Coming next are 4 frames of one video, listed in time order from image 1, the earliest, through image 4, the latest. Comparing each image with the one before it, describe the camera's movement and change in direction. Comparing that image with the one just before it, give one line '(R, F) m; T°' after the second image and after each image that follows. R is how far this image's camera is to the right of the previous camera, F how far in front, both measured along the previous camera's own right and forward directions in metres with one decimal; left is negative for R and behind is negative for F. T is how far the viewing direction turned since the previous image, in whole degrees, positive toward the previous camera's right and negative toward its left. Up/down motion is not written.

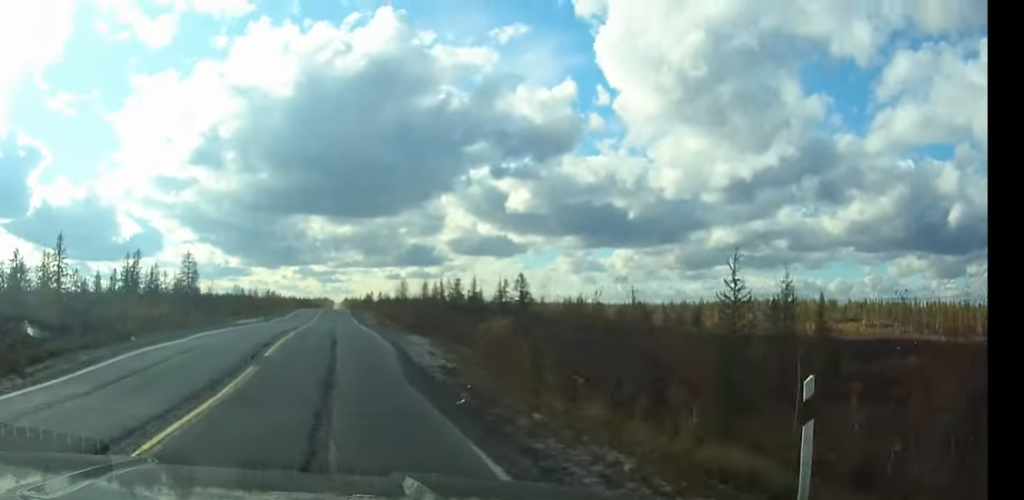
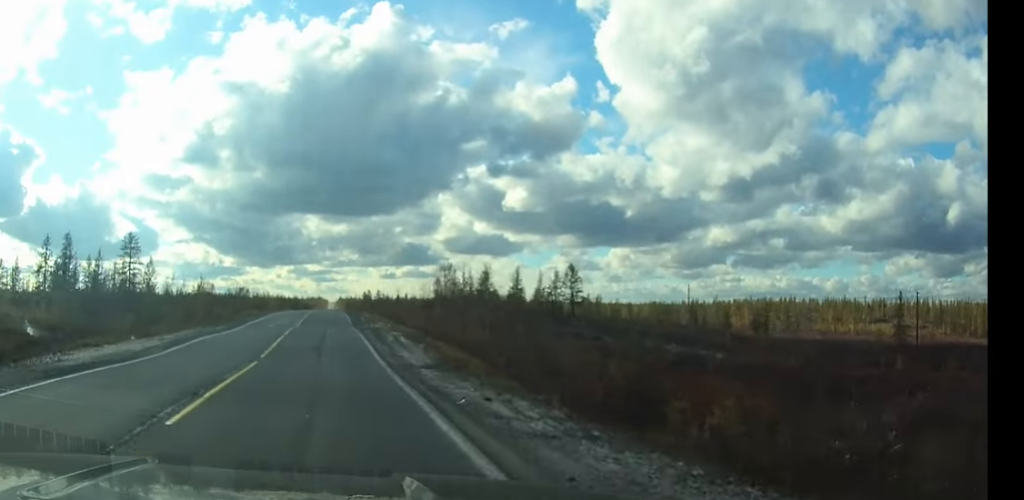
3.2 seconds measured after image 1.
(+0.2, +38.3) m; 0°
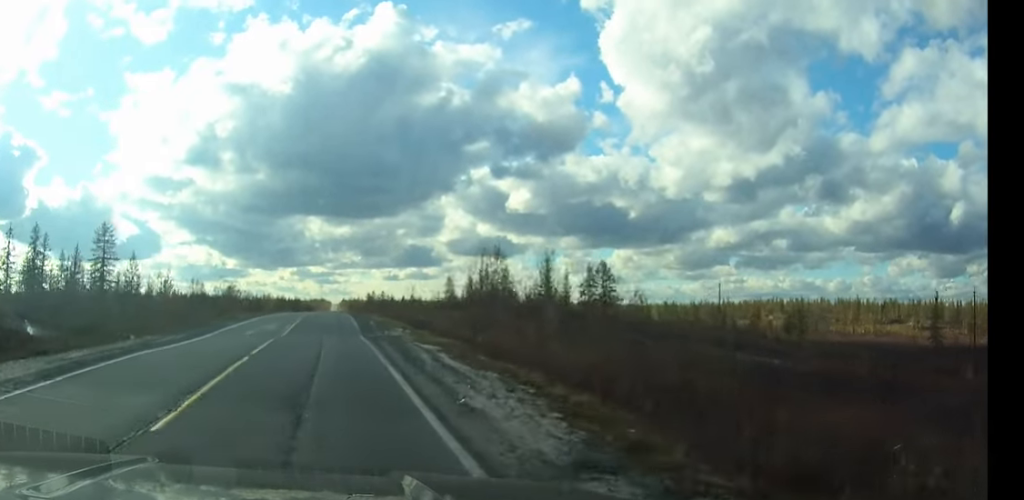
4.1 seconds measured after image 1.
(0.0, +13.1) m; 0°
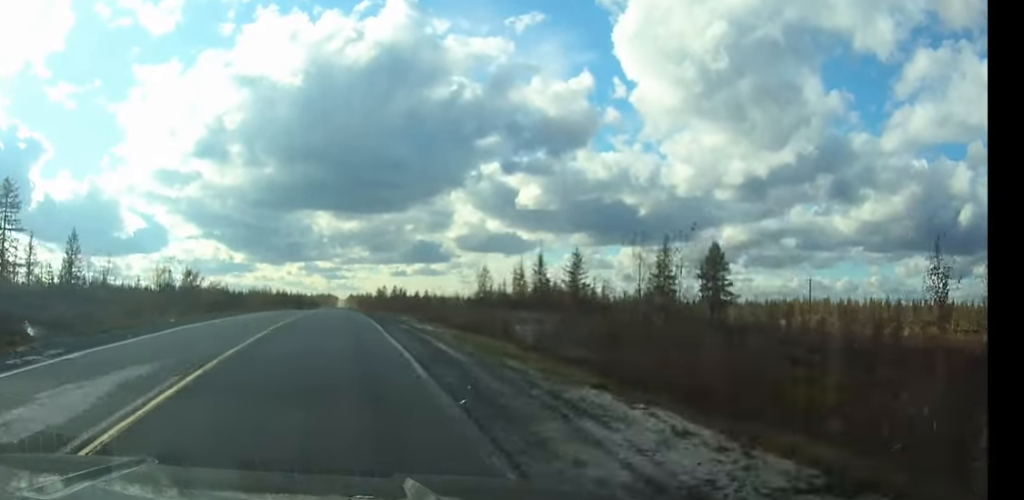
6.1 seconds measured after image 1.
(-0.1, +29.2) m; 0°
